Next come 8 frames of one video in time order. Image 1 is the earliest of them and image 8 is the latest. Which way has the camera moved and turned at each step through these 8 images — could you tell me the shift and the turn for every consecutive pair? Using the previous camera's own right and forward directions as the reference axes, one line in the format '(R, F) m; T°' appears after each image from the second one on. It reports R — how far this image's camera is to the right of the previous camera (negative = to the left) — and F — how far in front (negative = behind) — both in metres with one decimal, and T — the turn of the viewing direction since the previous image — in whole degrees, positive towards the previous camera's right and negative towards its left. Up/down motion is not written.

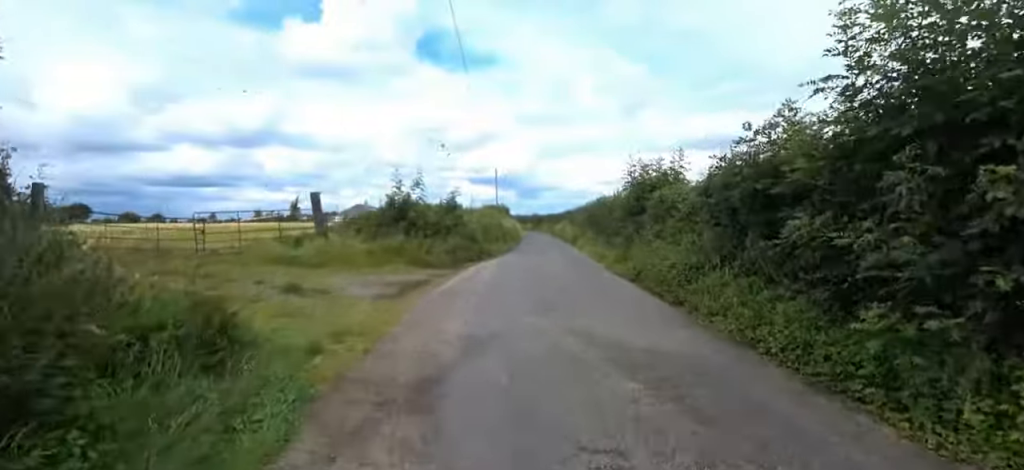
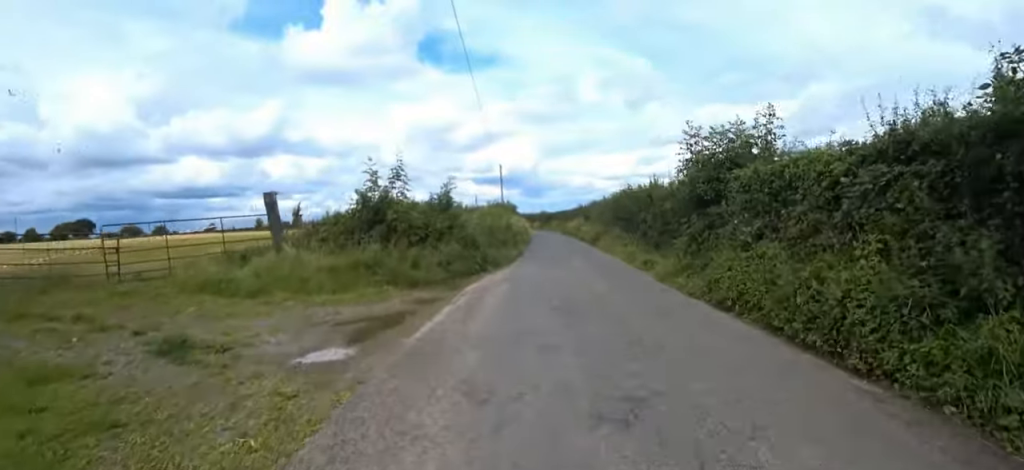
(0.0, +3.4) m; -3°
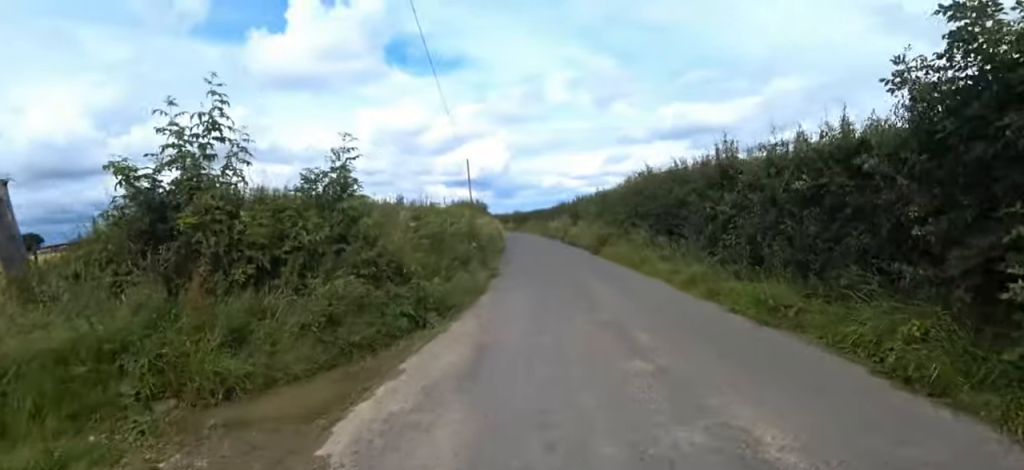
(-0.6, +5.6) m; -2°
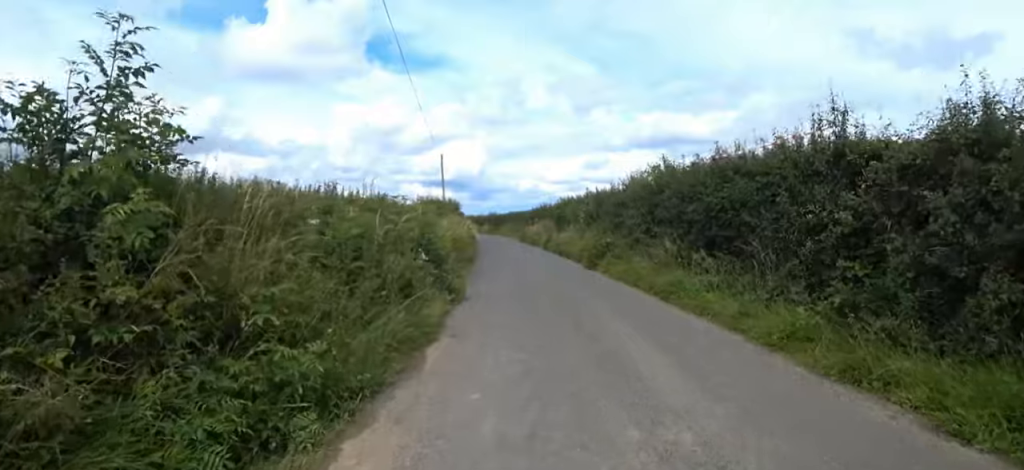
(-0.1, +3.1) m; +5°
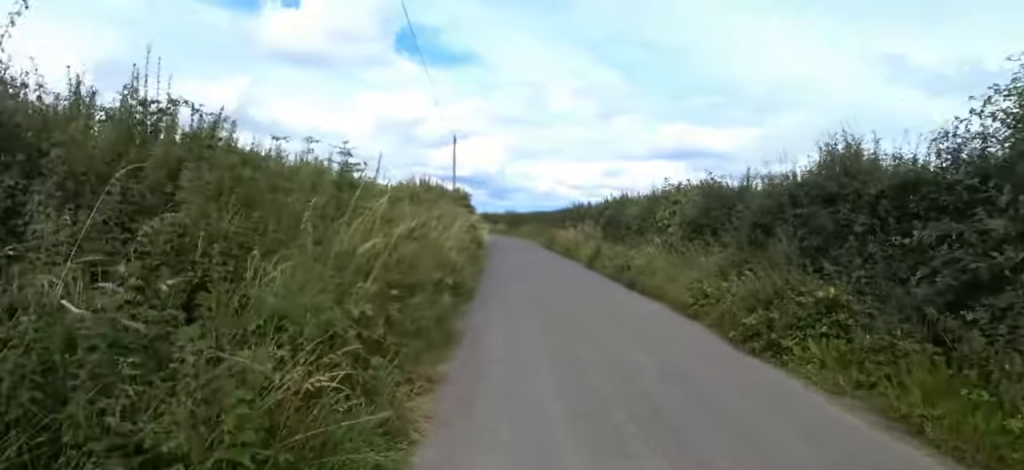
(+1.0, +6.6) m; +10°
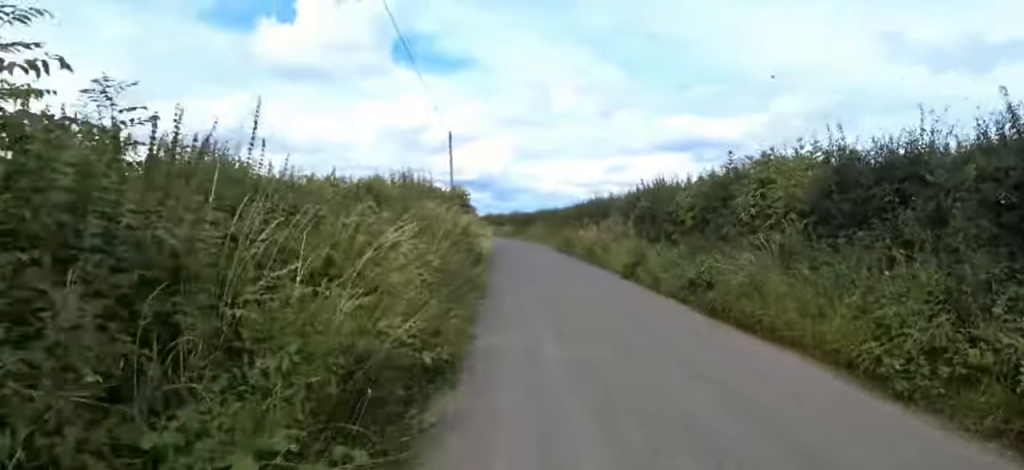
(0.0, +3.2) m; 0°
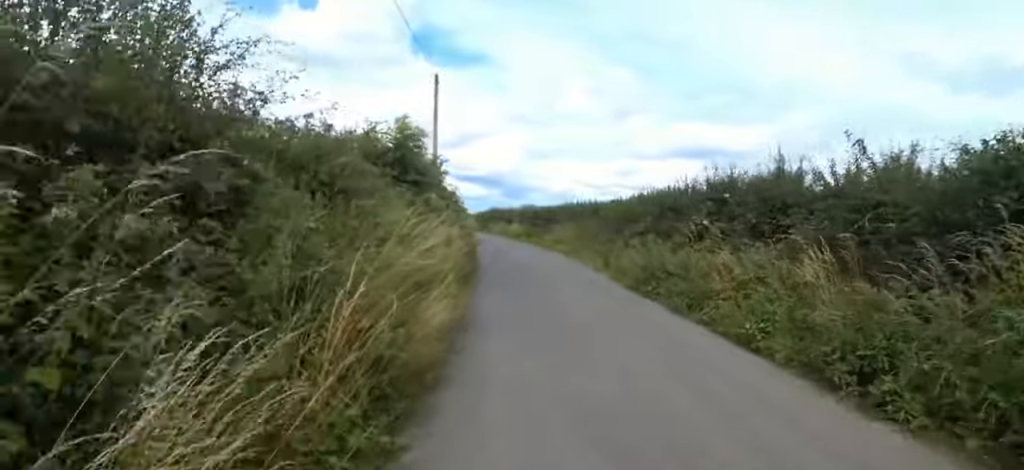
(-1.2, +10.3) m; -9°
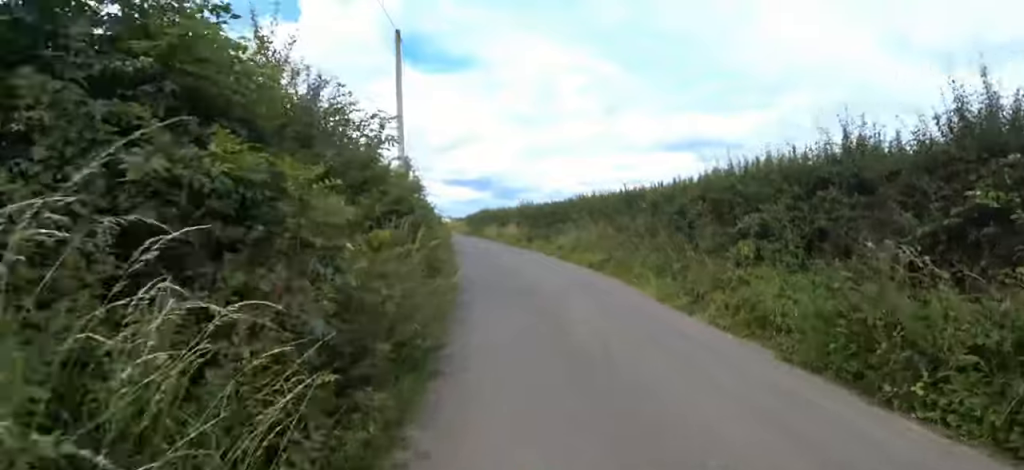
(+0.2, +4.8) m; -2°
